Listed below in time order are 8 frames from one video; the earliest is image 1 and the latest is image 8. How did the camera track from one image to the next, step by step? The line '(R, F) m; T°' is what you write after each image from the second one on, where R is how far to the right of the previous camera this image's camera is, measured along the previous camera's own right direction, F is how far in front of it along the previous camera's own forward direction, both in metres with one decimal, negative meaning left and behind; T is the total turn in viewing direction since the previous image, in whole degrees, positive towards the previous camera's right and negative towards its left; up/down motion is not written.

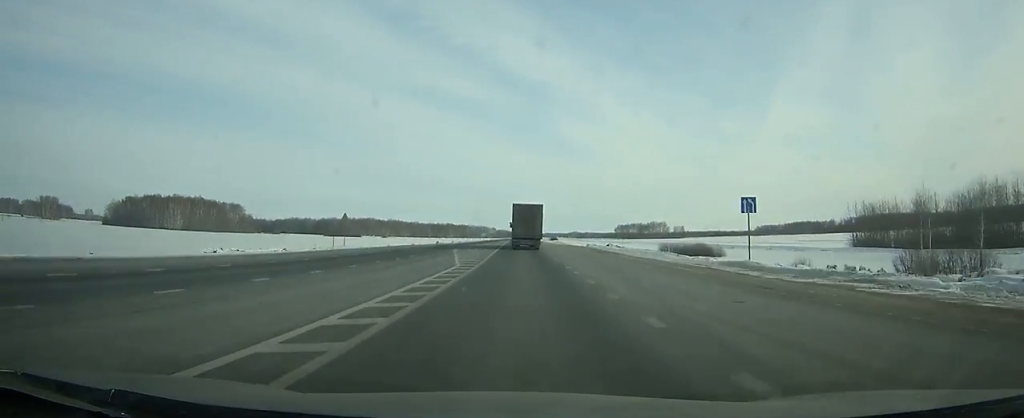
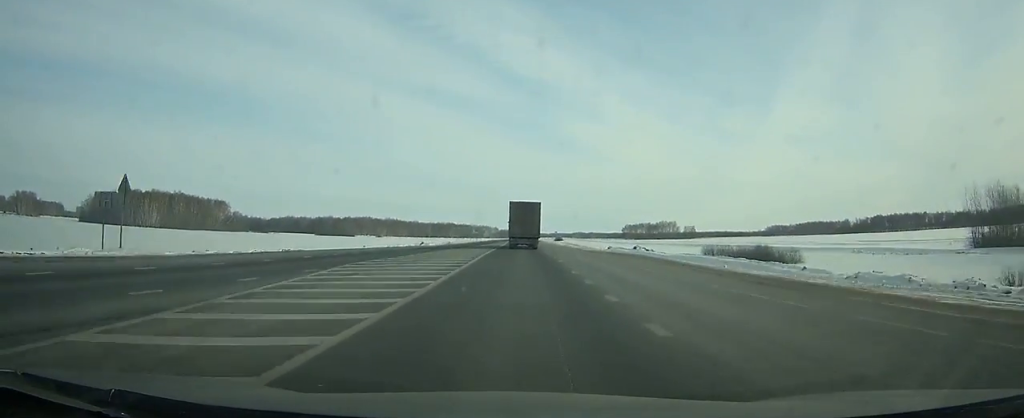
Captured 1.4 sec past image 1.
(0.0, +32.0) m; 0°
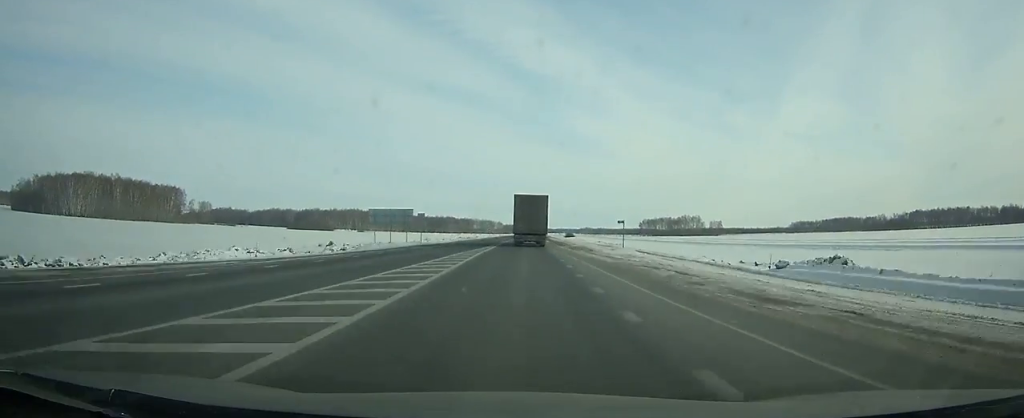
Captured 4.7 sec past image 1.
(-0.7, +76.4) m; 0°
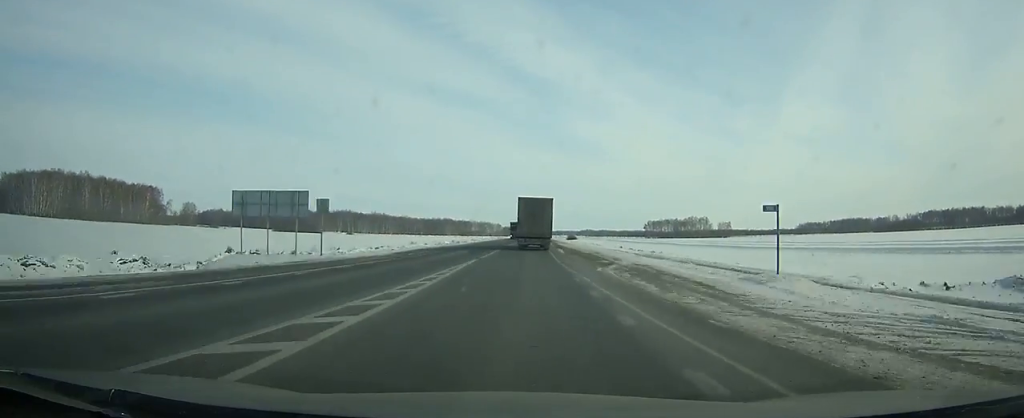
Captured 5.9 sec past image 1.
(0.0, +28.1) m; 0°
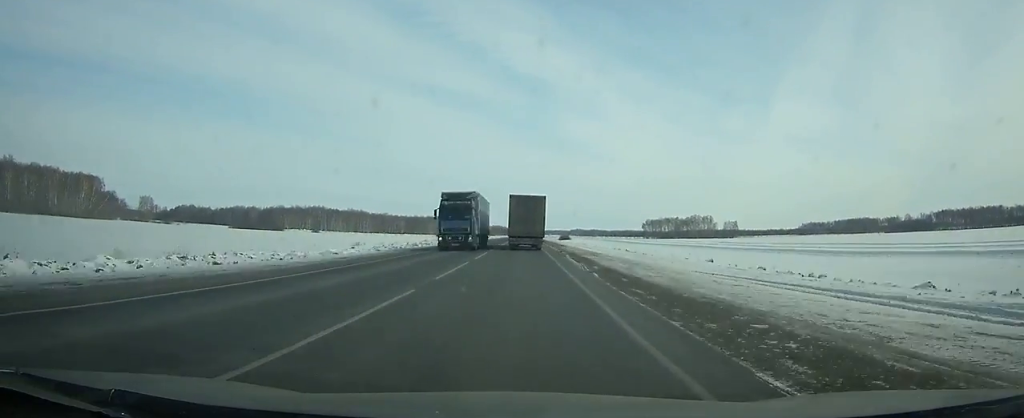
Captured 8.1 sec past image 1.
(+0.1, +51.6) m; 0°
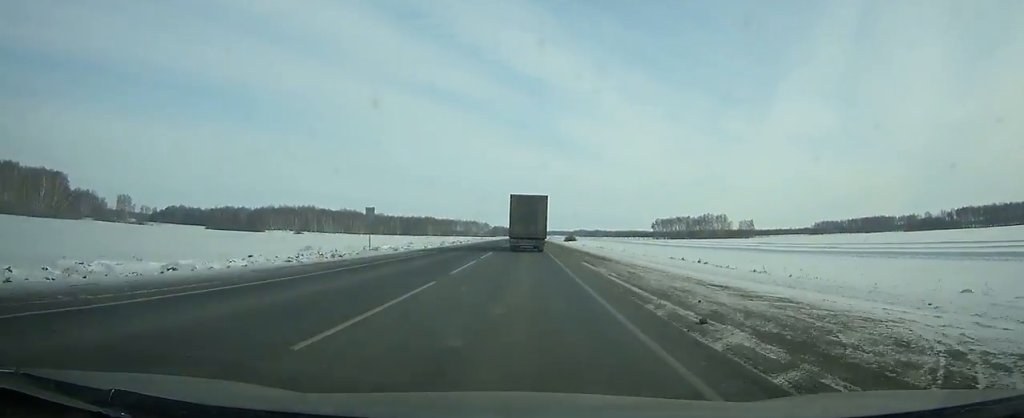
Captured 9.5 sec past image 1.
(+0.1, +33.0) m; 0°
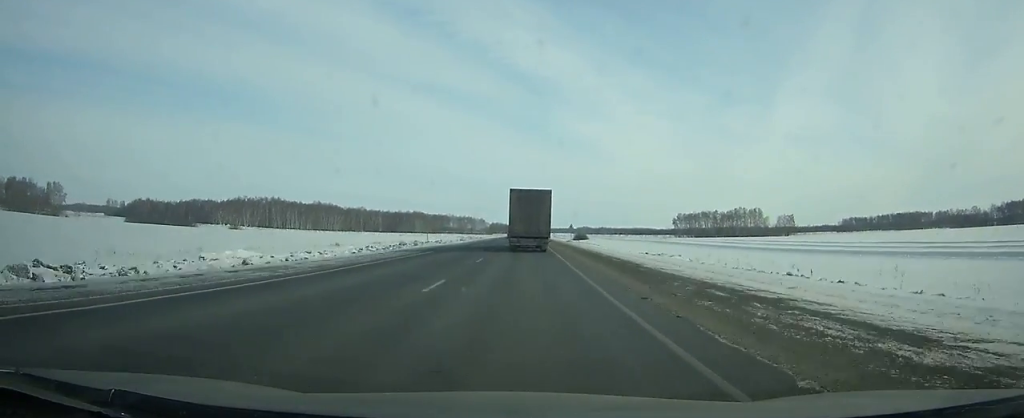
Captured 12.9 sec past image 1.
(+0.2, +80.9) m; 0°
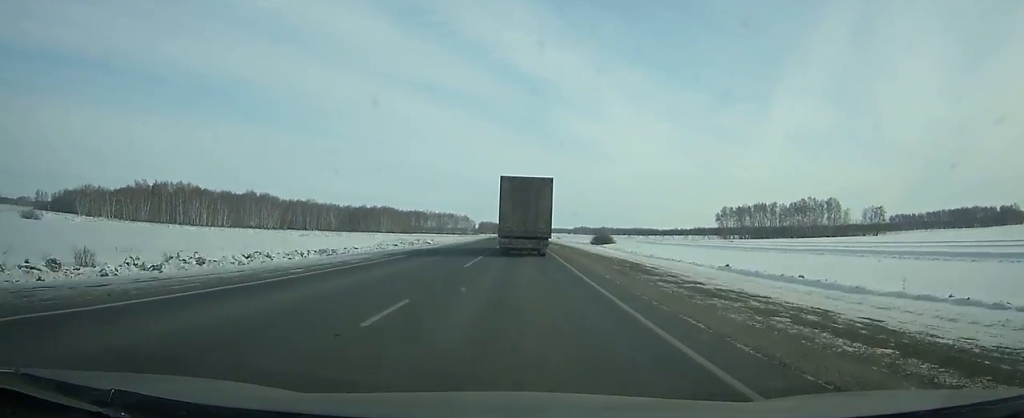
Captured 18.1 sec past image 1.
(+1.3, +124.7) m; 0°
